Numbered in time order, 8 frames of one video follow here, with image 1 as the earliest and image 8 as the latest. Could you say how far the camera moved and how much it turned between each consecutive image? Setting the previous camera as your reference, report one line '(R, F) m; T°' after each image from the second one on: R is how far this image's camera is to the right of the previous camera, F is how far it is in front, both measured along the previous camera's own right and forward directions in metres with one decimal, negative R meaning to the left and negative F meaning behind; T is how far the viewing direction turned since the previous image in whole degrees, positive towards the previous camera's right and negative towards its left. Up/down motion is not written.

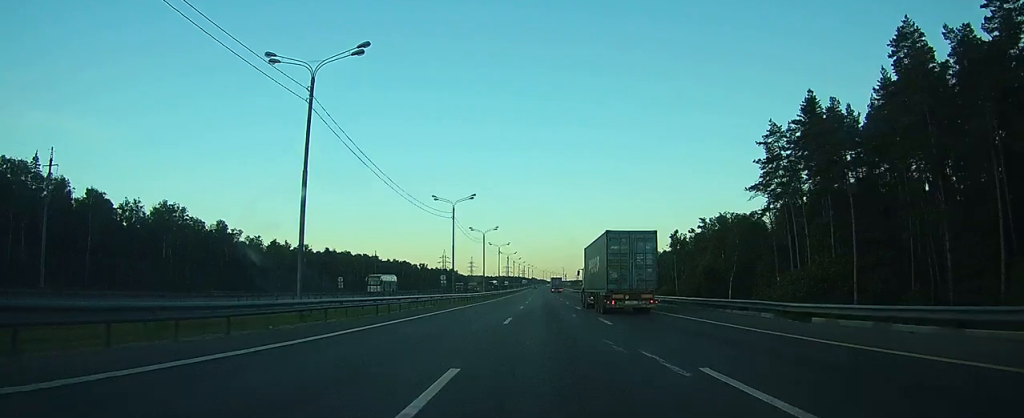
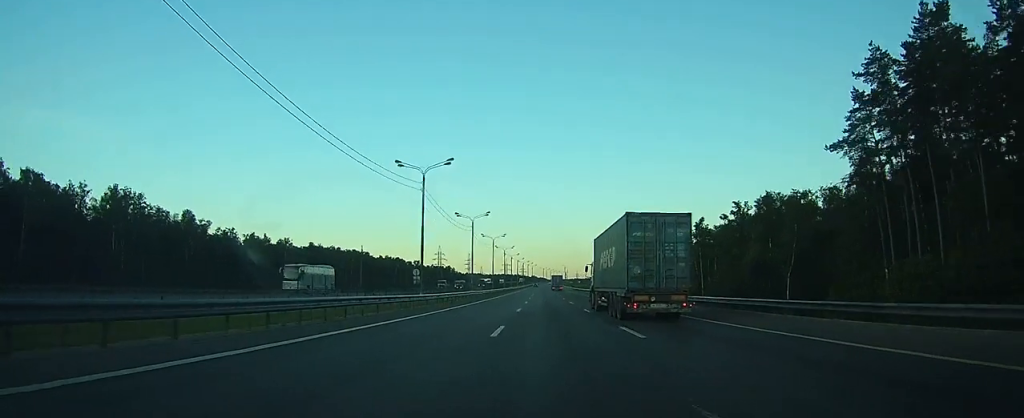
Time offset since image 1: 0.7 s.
(+0.1, +22.0) m; 0°
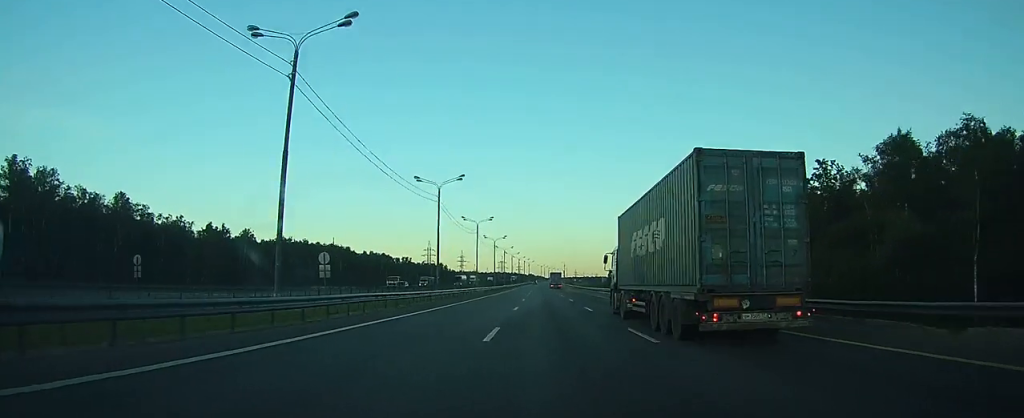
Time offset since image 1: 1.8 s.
(0.0, +33.6) m; 0°
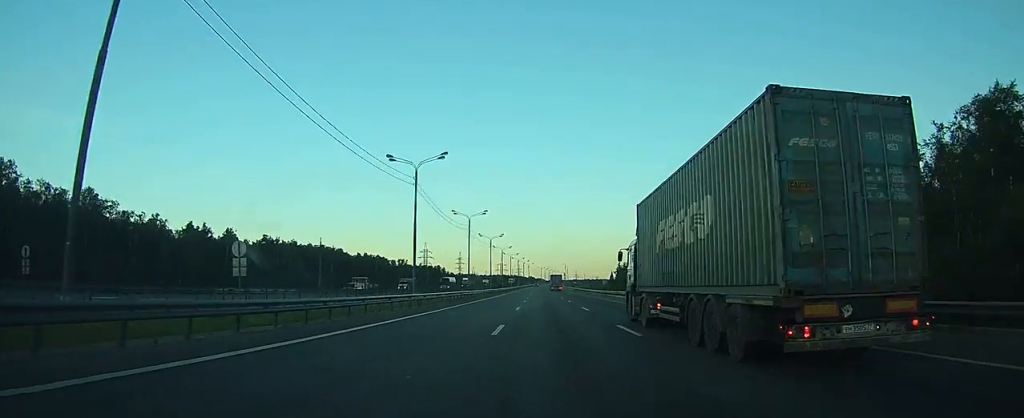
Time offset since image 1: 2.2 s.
(0.0, +13.7) m; 0°
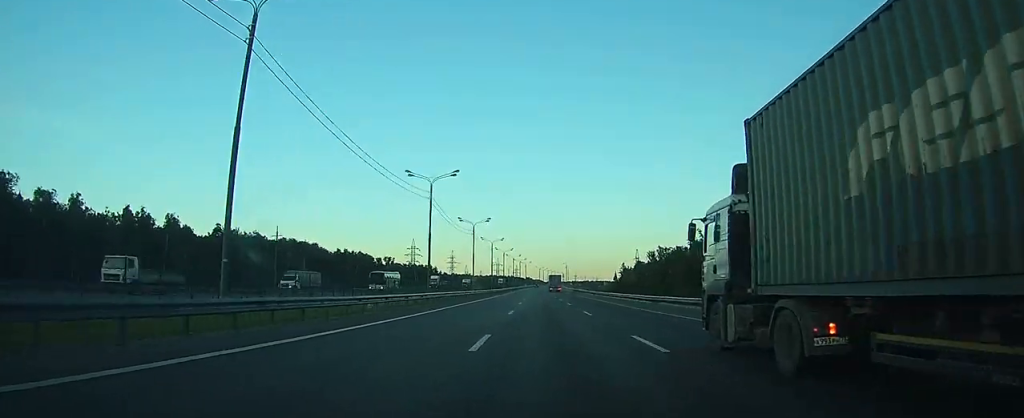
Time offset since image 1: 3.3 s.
(0.0, +35.8) m; 0°
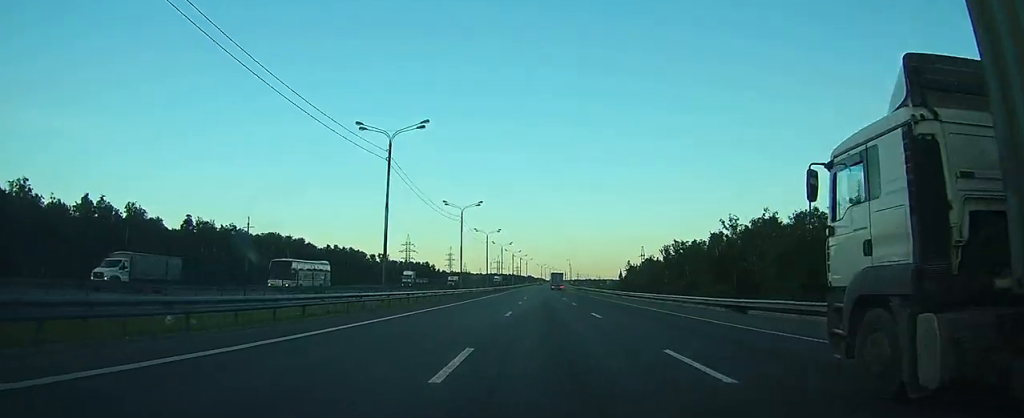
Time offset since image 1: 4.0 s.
(-0.1, +20.0) m; 0°
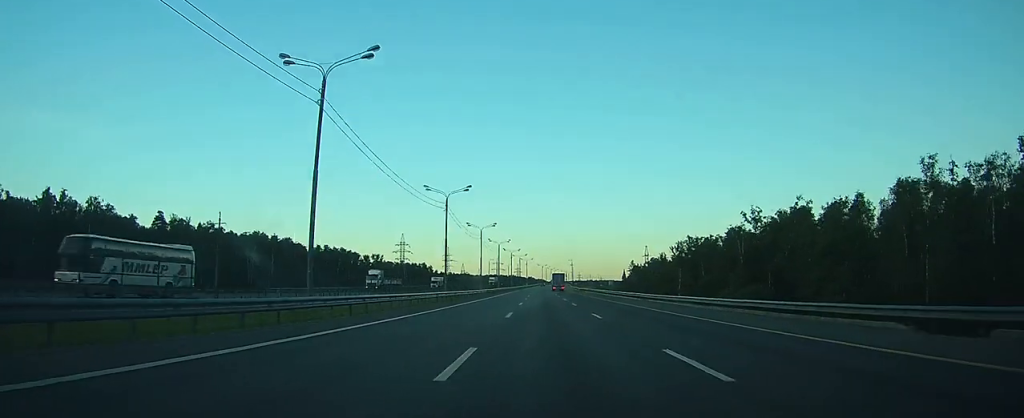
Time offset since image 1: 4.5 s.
(0.0, +15.9) m; 0°
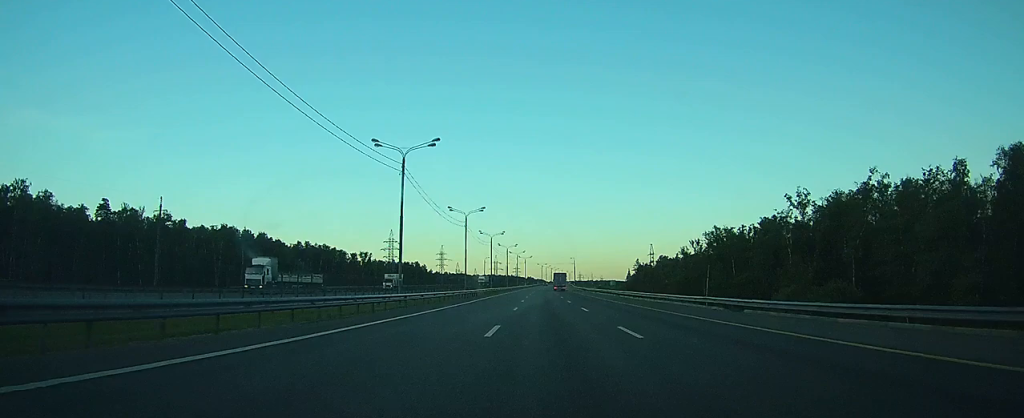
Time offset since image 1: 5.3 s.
(+0.1, +25.4) m; 0°
